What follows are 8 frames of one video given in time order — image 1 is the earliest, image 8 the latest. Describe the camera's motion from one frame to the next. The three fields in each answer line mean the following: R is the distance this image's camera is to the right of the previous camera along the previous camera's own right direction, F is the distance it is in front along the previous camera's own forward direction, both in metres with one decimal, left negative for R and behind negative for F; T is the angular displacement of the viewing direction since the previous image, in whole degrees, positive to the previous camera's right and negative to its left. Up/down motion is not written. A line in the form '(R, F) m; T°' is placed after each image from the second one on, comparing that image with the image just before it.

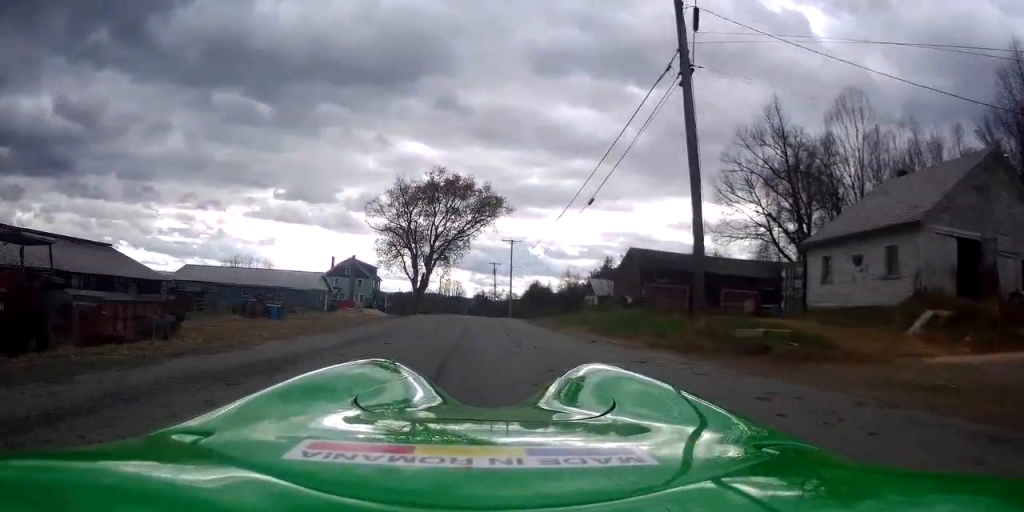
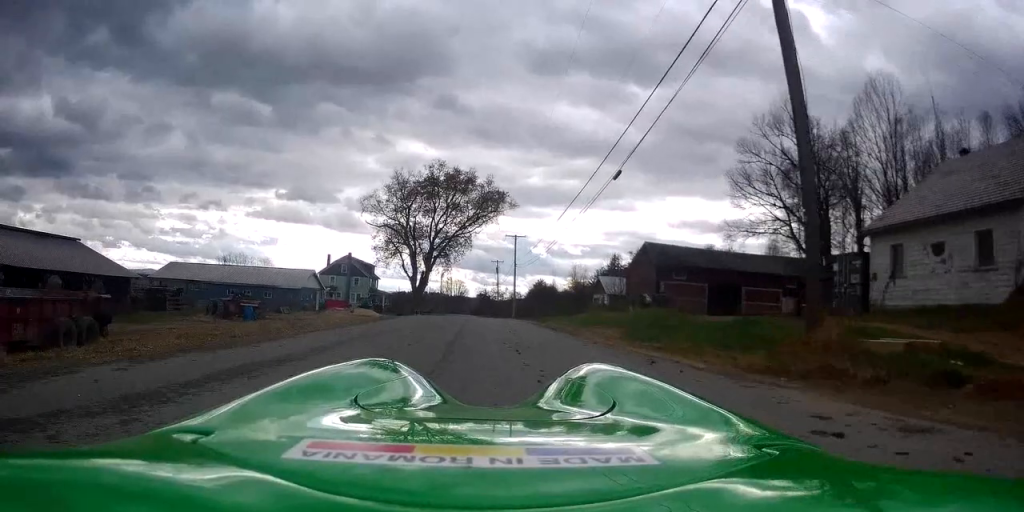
(0.0, +4.8) m; 0°
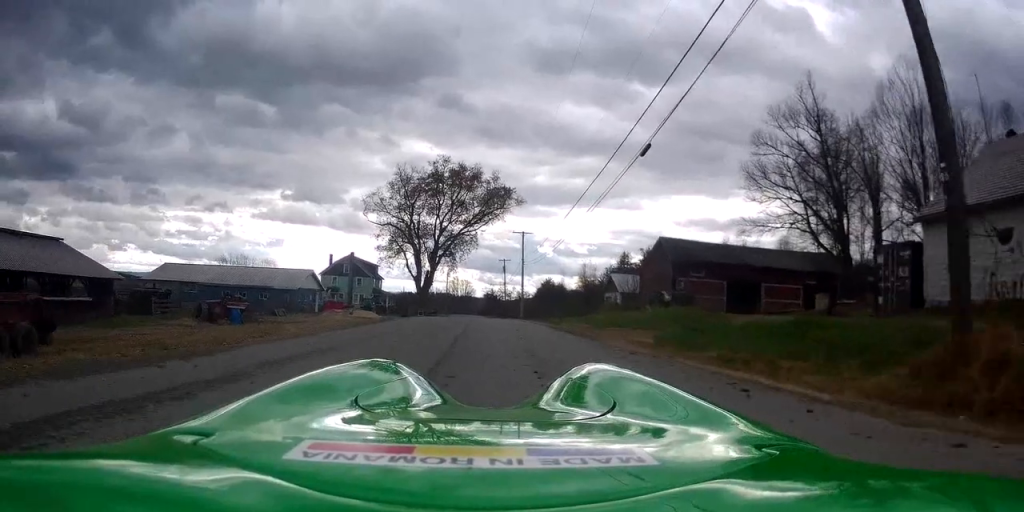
(0.0, +3.0) m; 0°
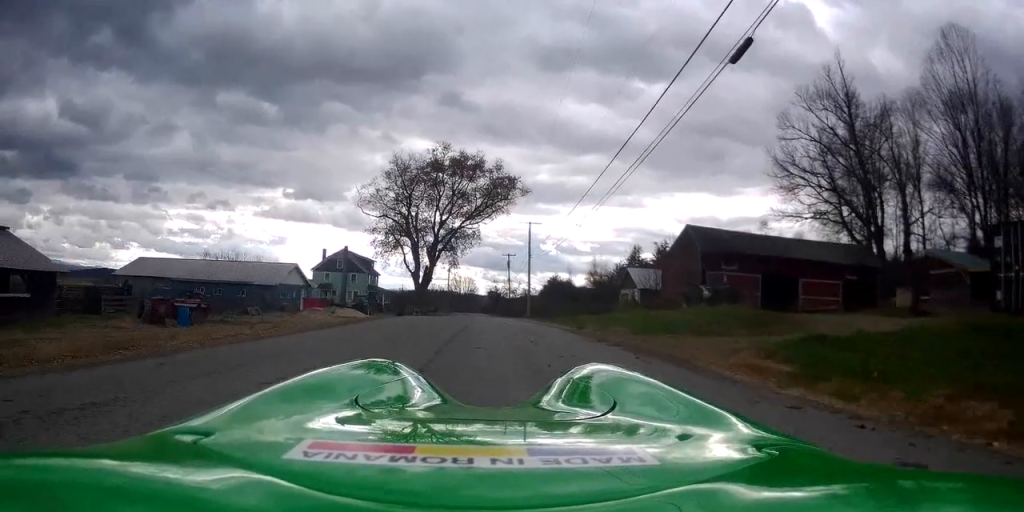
(0.0, +6.6) m; -2°
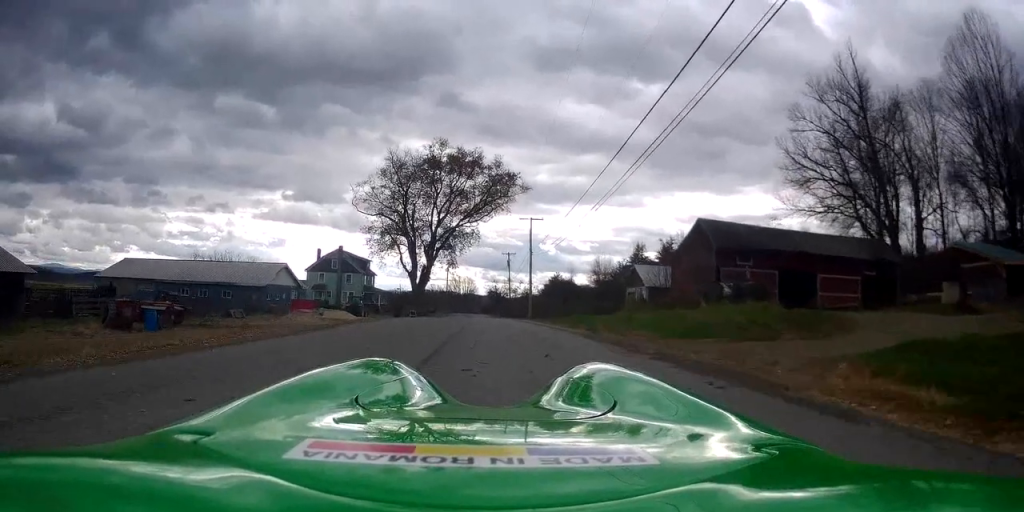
(+0.1, +3.2) m; -2°
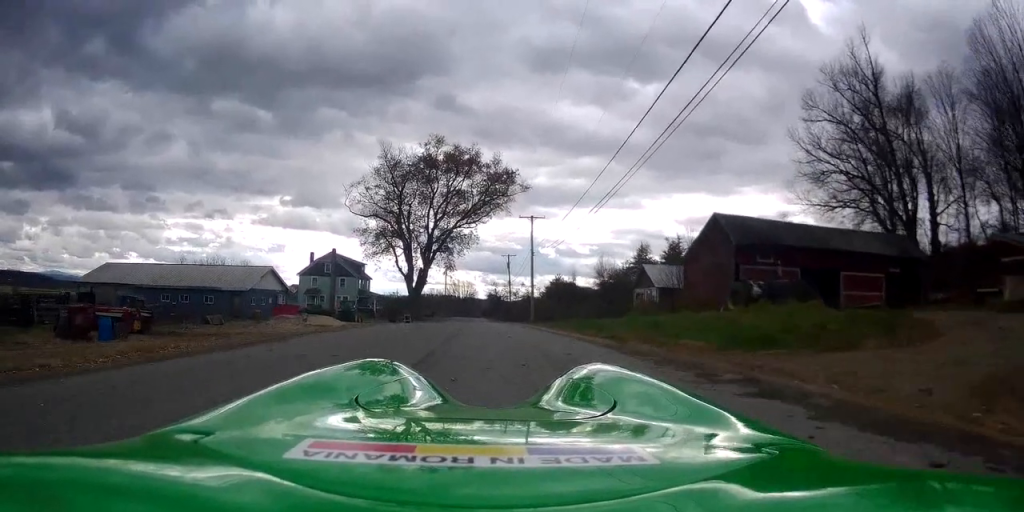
(-0.2, +3.8) m; 0°
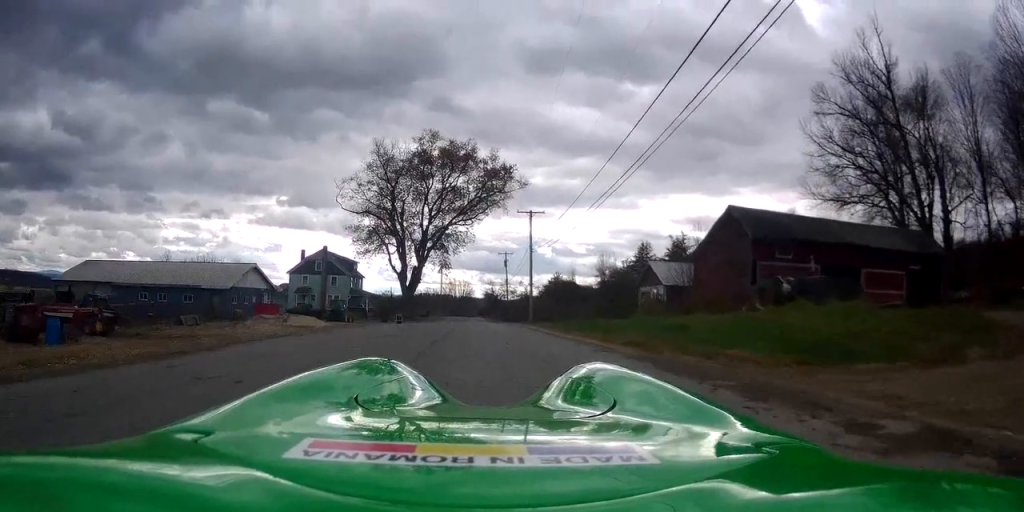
(-0.1, +3.3) m; 0°
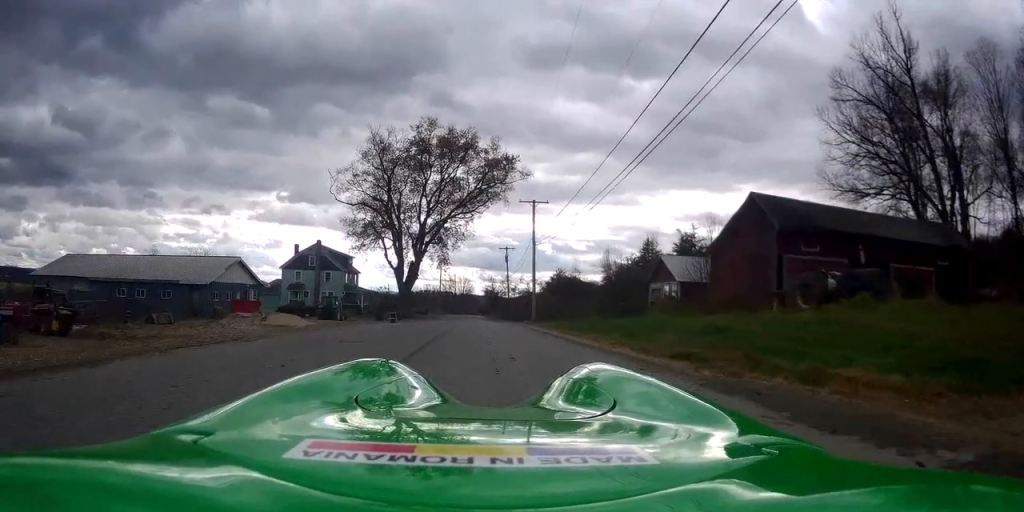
(+0.2, +3.6) m; +2°
